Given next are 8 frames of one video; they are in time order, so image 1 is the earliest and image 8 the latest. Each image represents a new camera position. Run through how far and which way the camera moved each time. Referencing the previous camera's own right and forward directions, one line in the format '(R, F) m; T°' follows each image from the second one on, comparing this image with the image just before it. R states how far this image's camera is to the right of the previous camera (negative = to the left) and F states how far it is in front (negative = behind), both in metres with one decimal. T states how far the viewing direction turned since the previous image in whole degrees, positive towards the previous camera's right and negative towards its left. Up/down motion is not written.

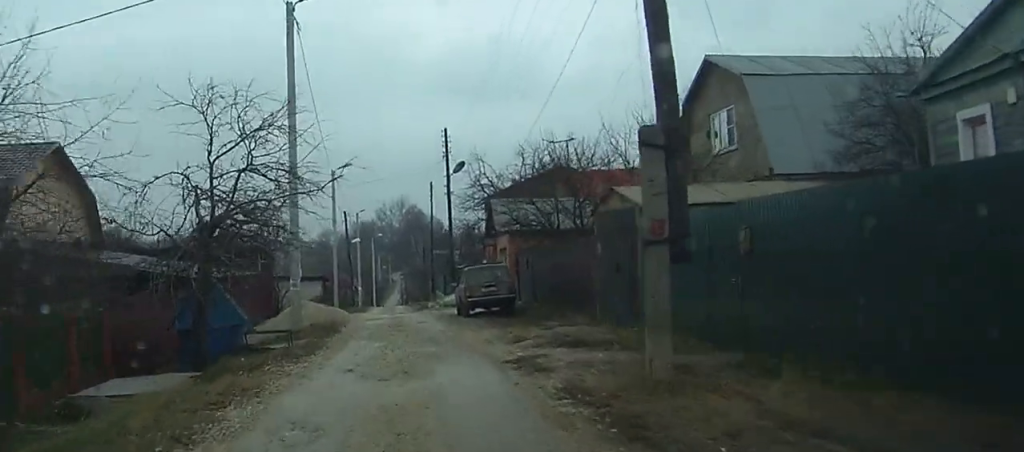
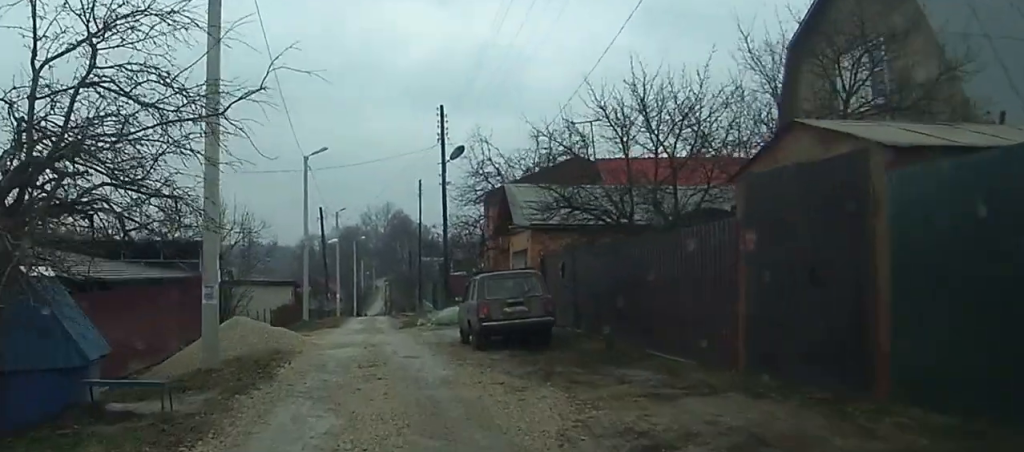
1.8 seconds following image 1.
(0.0, +8.9) m; 0°
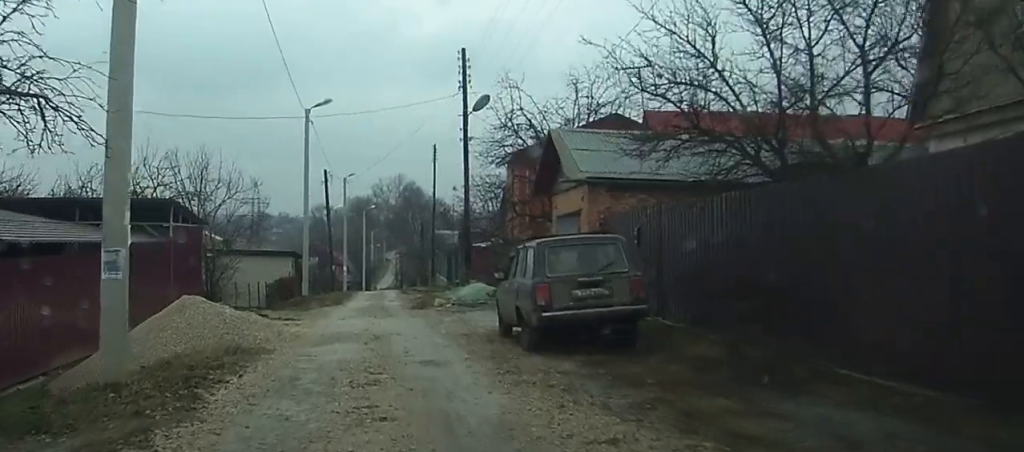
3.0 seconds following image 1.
(0.0, +5.4) m; 0°
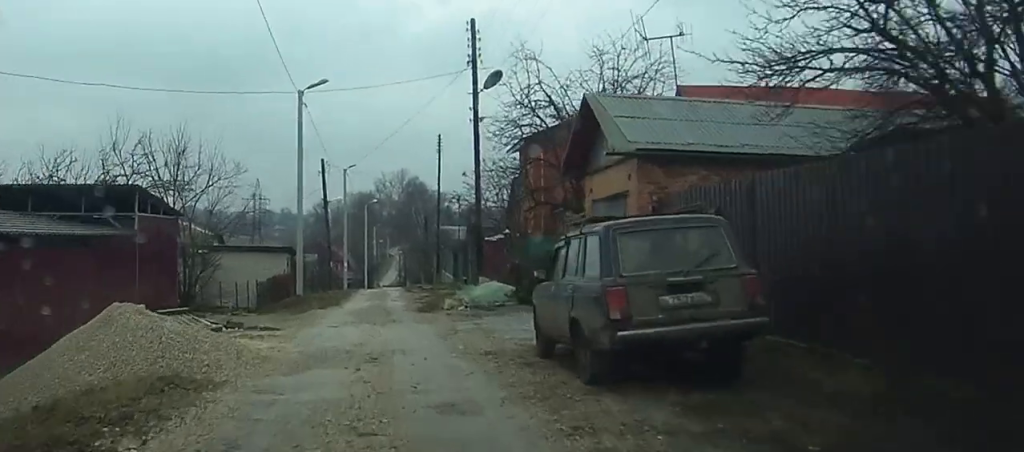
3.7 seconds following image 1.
(0.0, +3.4) m; 0°
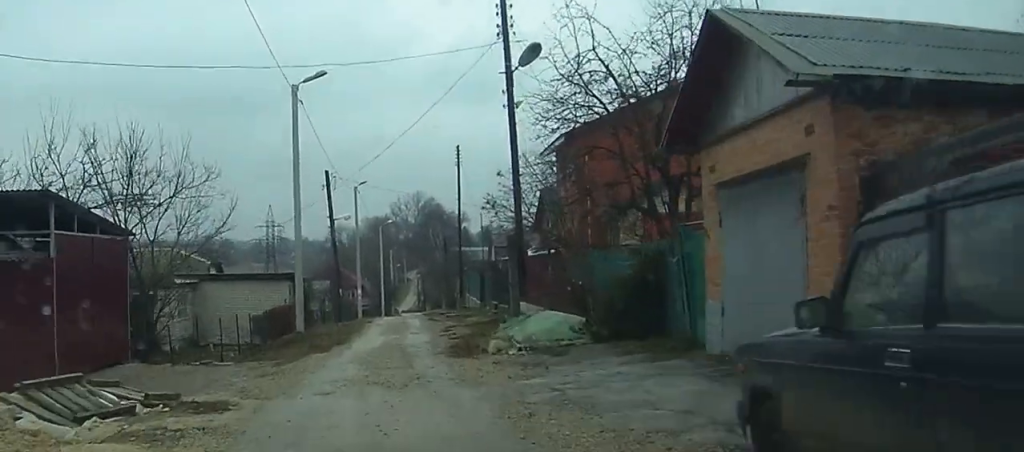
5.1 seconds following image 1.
(0.0, +6.0) m; 0°
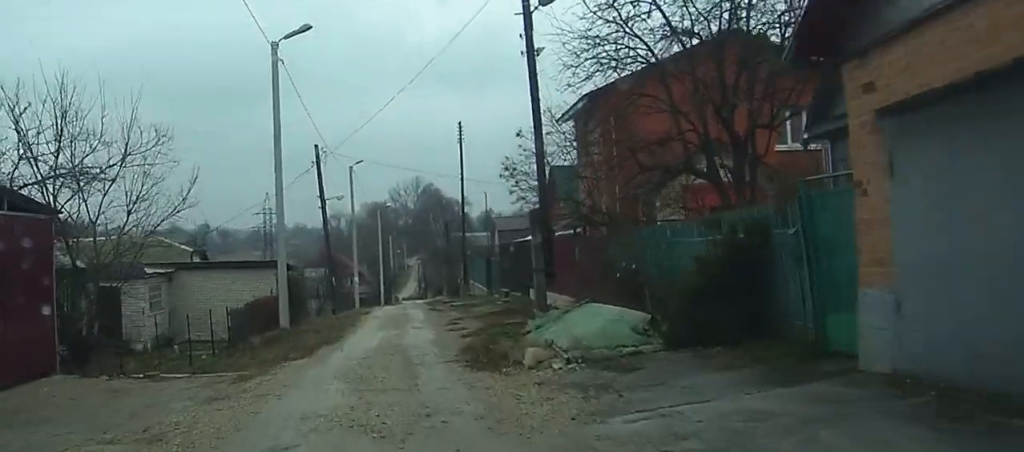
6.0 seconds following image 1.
(0.0, +4.0) m; -2°
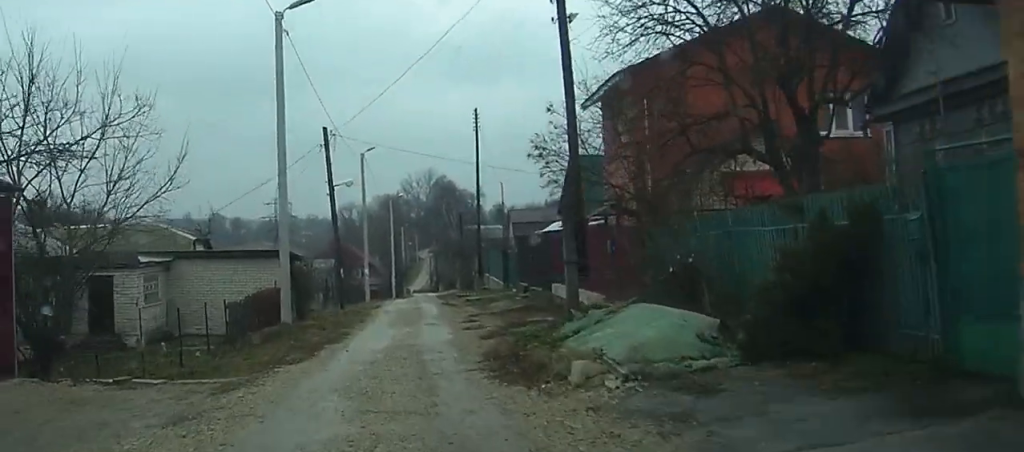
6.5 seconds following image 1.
(0.0, +2.1) m; 0°
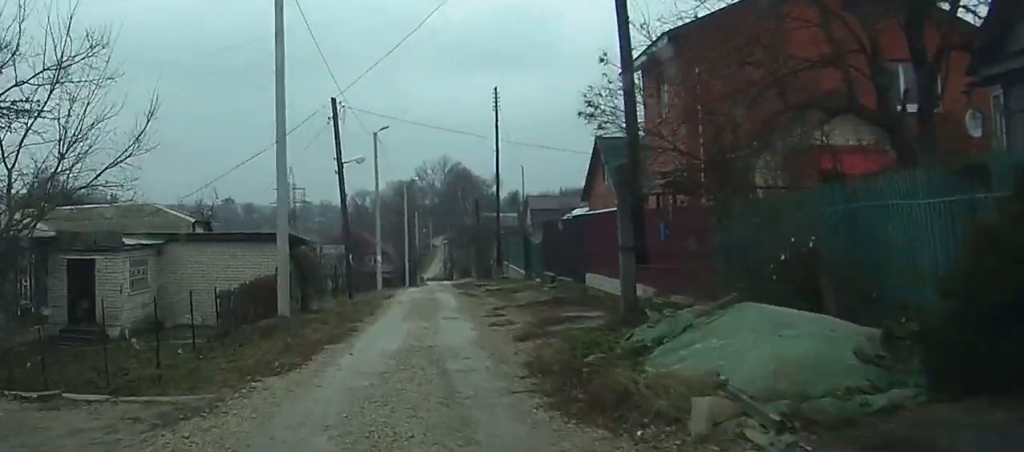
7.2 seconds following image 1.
(-0.1, +3.0) m; 0°
